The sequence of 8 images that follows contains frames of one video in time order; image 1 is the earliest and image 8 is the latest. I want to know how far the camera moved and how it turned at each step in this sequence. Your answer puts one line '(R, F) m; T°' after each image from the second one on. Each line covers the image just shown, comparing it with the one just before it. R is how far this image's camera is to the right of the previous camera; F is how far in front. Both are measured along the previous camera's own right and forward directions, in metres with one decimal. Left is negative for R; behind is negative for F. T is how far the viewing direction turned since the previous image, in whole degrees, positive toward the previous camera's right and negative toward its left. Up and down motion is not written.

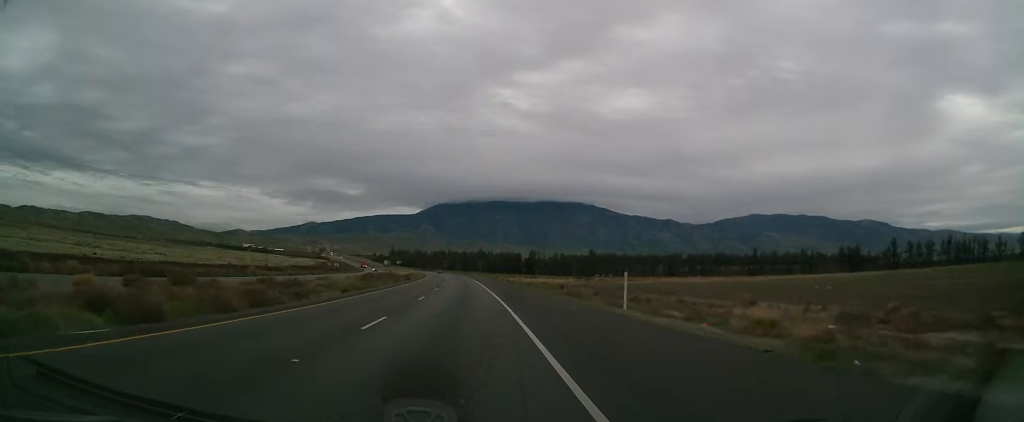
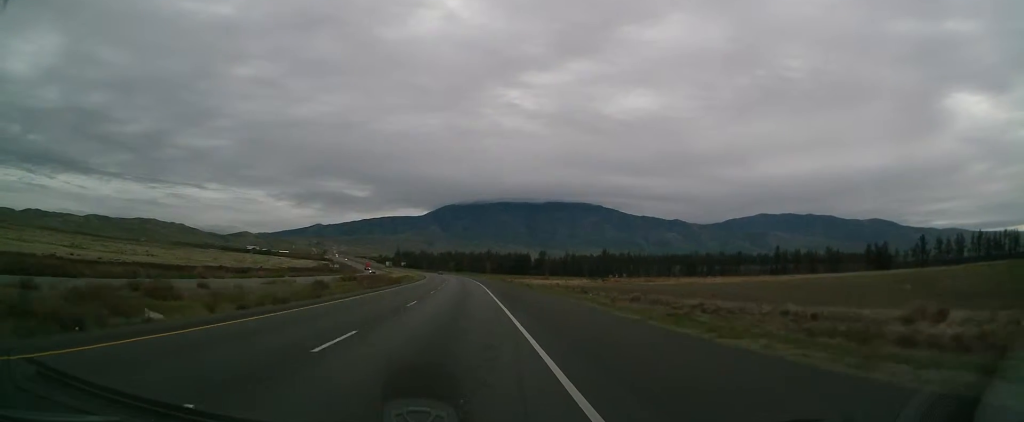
(-0.2, +20.4) m; -1°
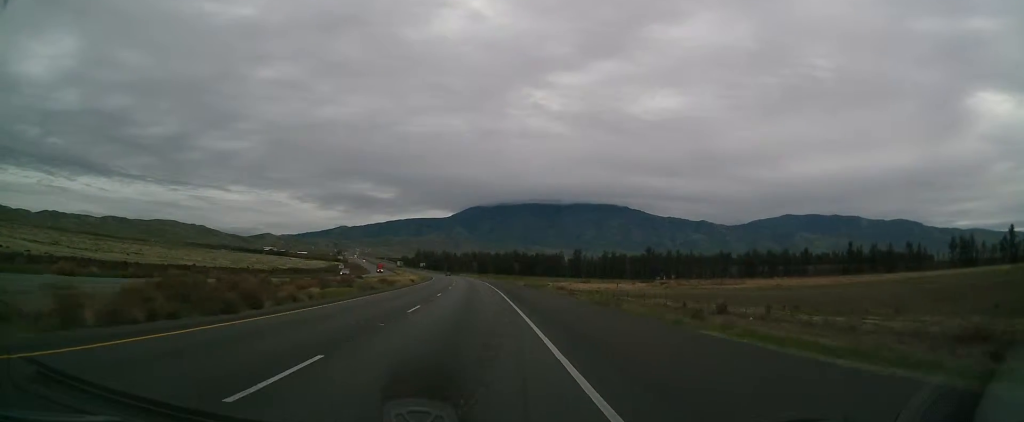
(-1.1, +55.5) m; -2°
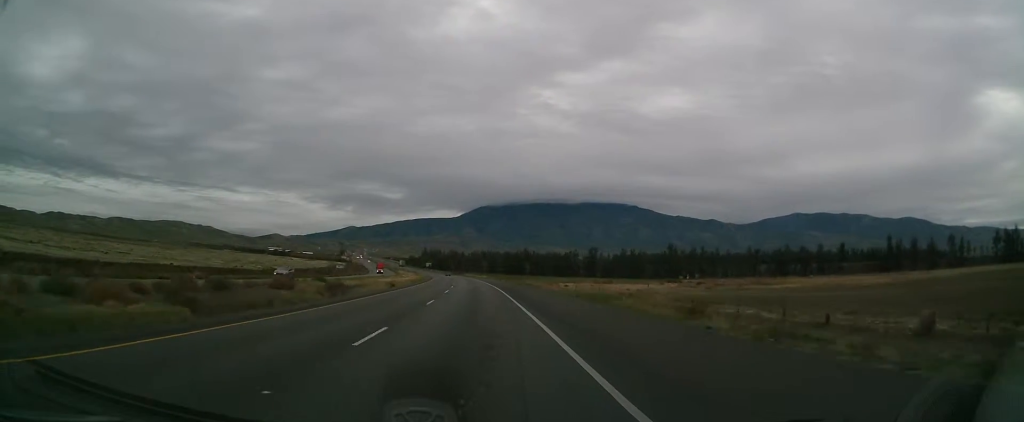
(-0.3, +25.7) m; -1°
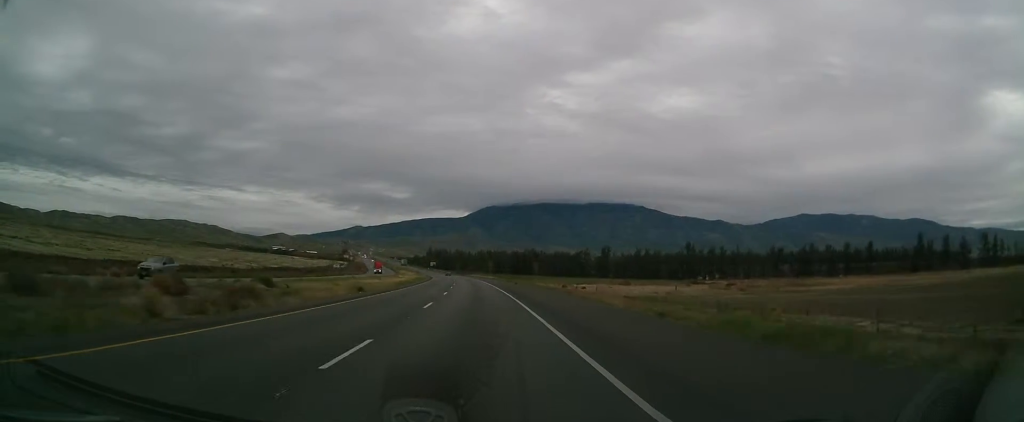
(-0.1, +17.7) m; -1°
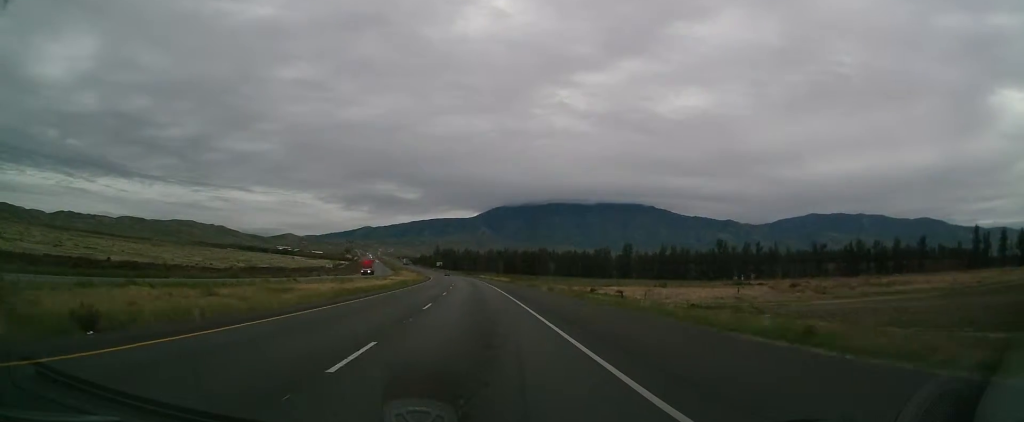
(-0.4, +27.3) m; -1°
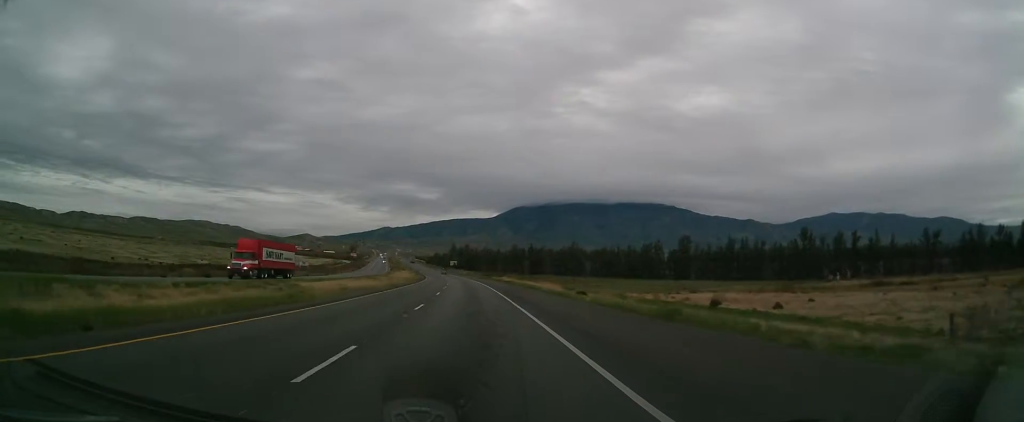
(-0.5, +57.9) m; -1°
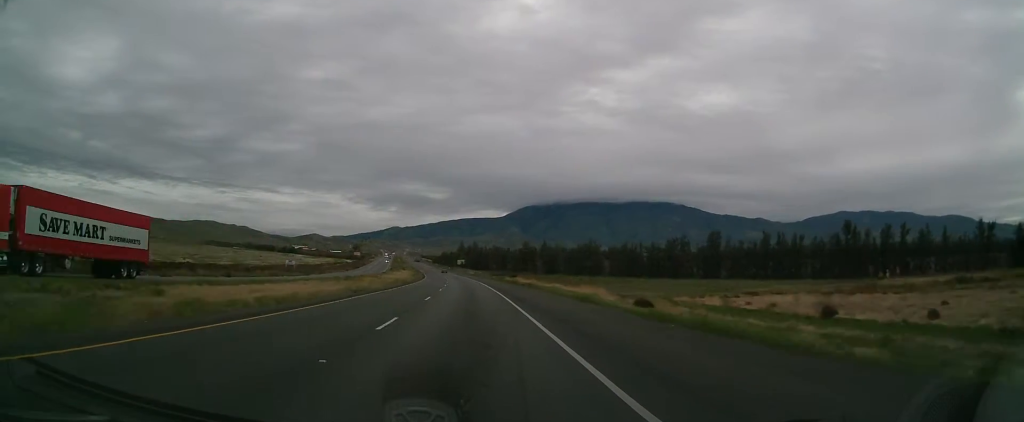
(-0.2, +24.9) m; -1°
